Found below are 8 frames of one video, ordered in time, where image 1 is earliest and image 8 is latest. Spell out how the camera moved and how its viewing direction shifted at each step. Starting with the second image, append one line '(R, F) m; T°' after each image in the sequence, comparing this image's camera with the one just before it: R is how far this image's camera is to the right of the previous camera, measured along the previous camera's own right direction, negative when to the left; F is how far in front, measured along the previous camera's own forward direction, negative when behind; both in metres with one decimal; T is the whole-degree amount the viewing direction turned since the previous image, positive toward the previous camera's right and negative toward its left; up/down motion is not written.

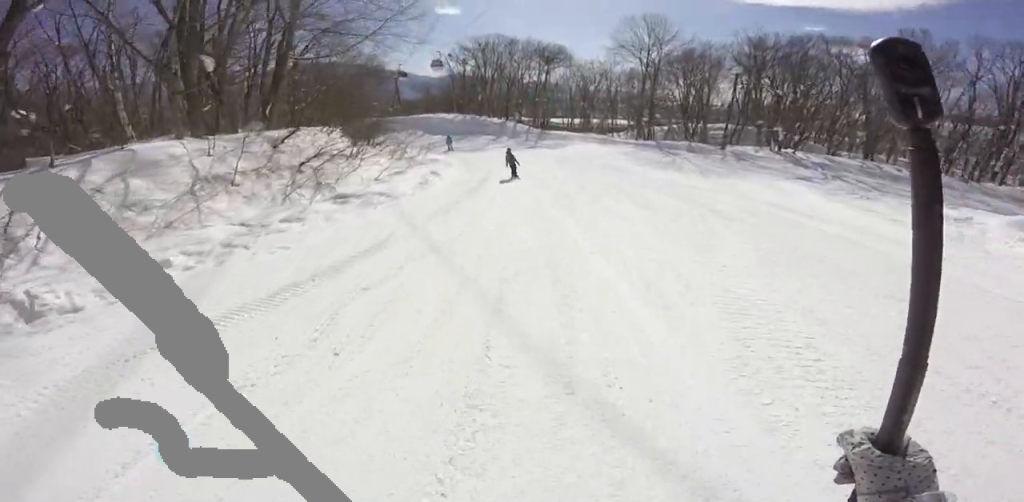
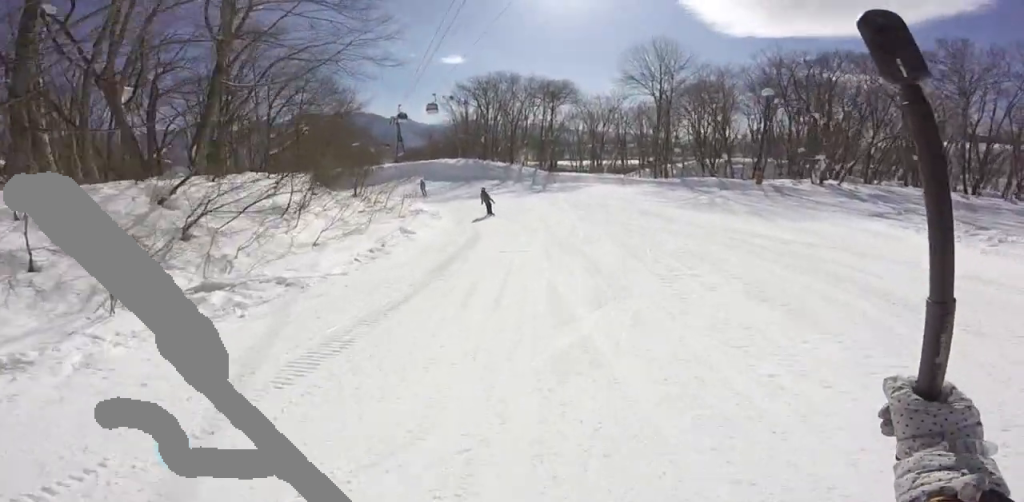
(-0.6, +6.0) m; -8°
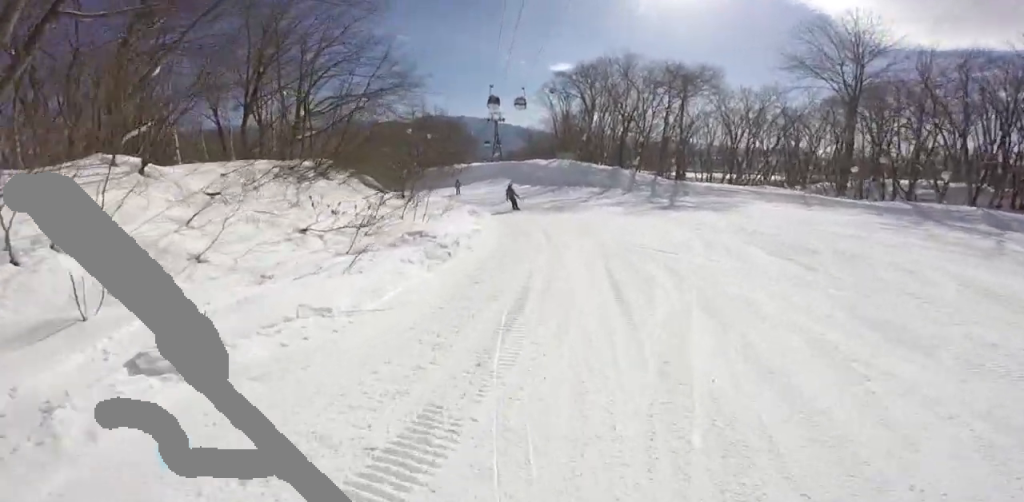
(-0.7, +11.8) m; -4°
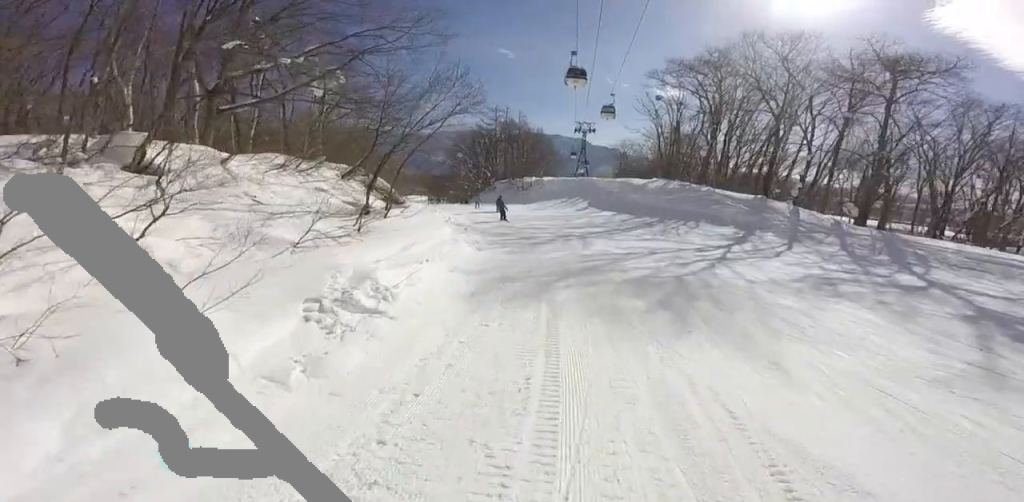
(-0.2, +13.3) m; -7°
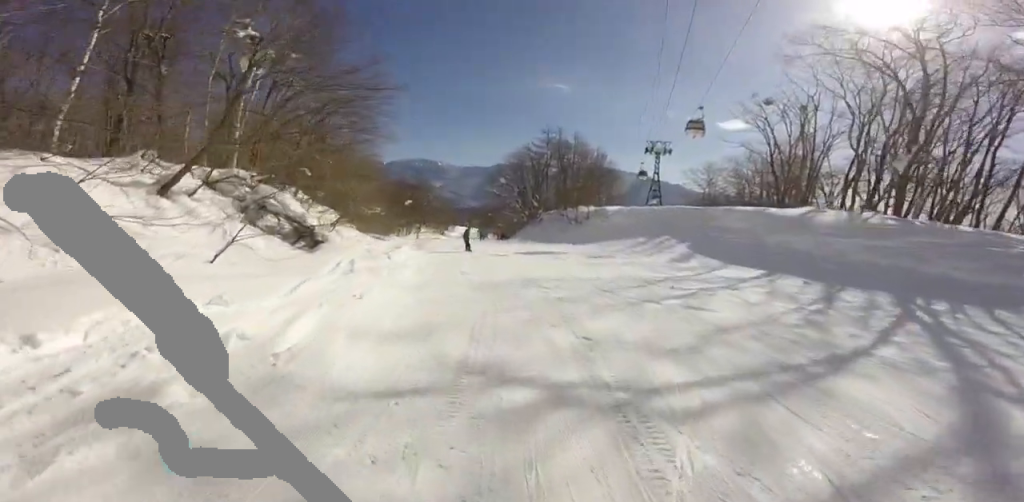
(+0.8, +13.9) m; -4°
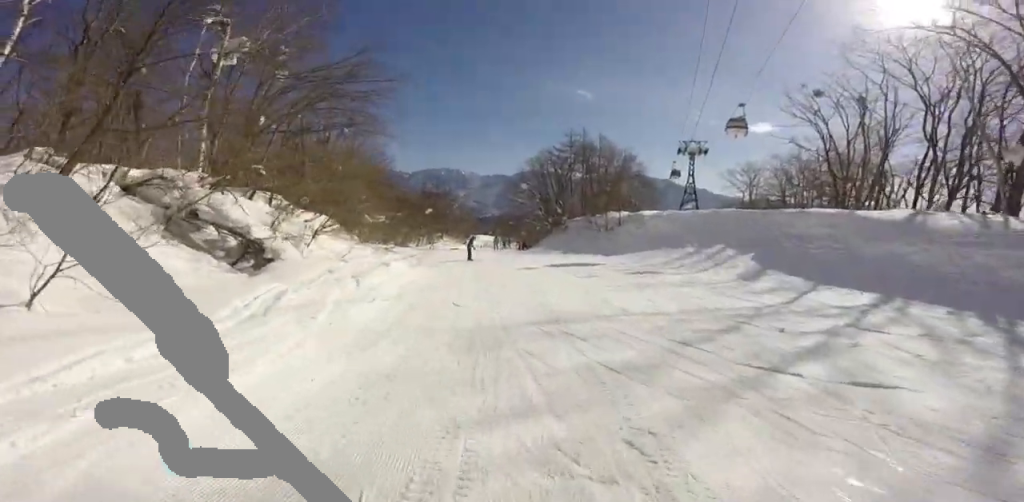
(-0.5, +3.3) m; -10°
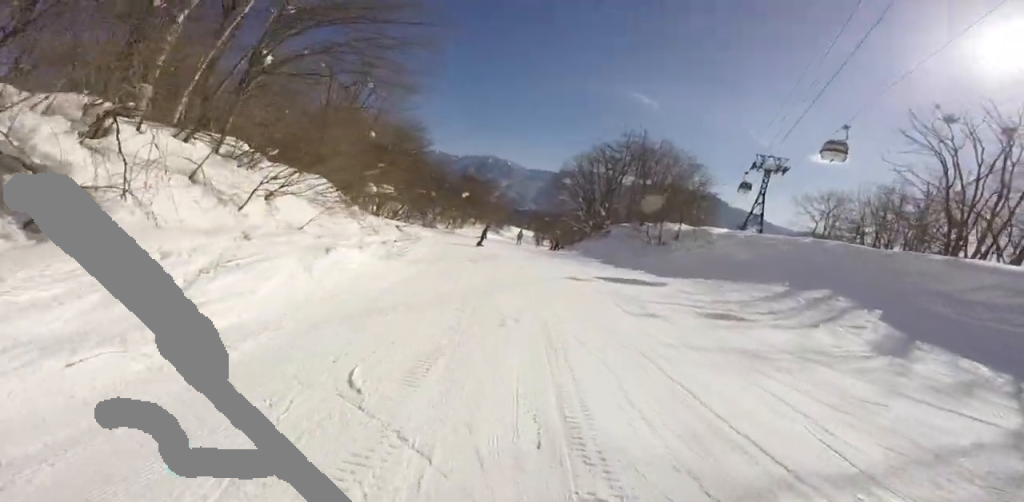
(-1.4, +4.7) m; -17°
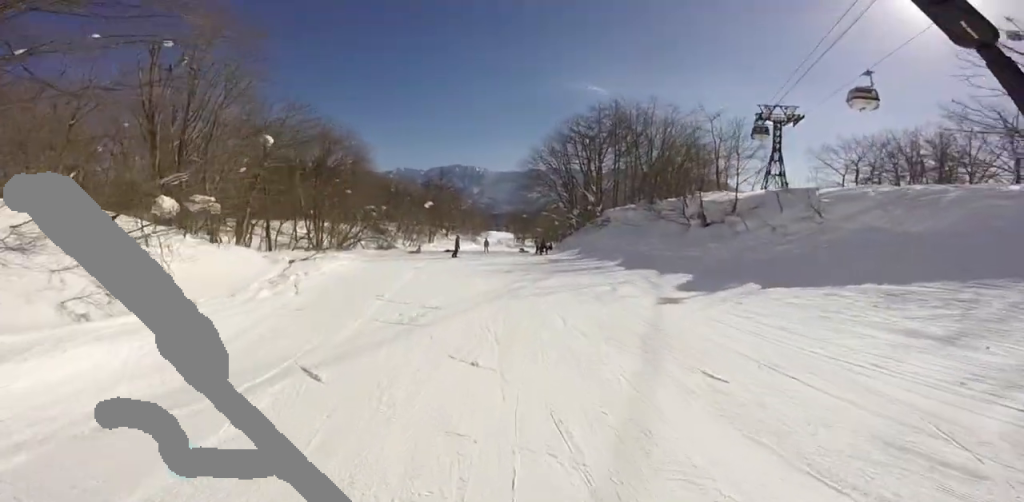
(-0.3, +10.1) m; -2°
